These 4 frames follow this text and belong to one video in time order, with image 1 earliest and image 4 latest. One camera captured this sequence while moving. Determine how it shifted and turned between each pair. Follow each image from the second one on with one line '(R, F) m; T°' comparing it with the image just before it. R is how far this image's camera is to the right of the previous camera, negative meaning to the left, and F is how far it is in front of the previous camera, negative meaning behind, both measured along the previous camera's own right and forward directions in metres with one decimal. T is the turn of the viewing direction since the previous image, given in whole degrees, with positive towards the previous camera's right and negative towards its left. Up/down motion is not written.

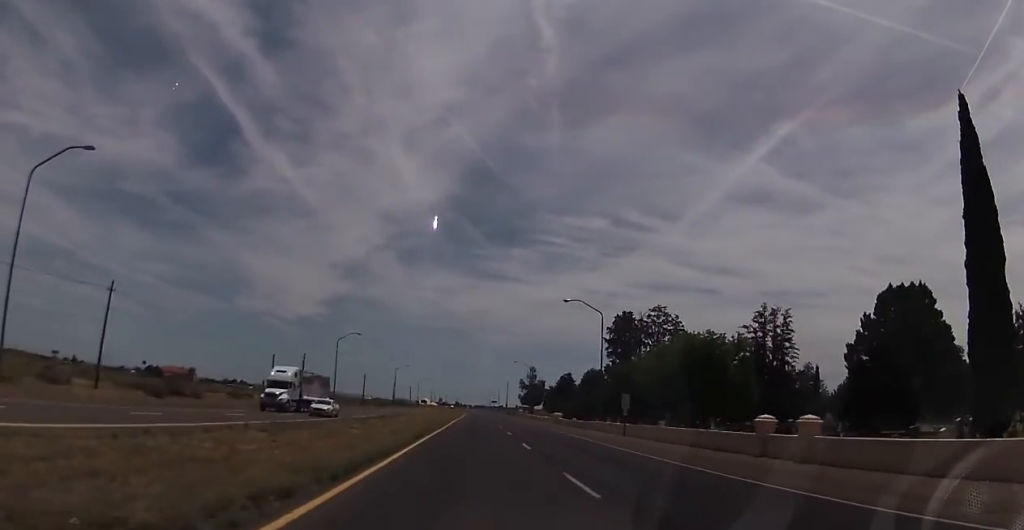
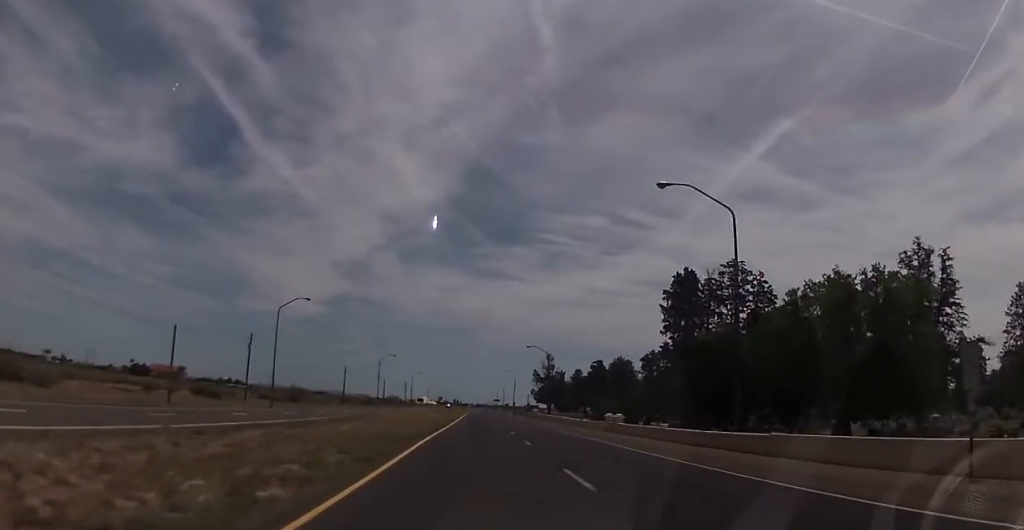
(0.0, +35.7) m; 0°
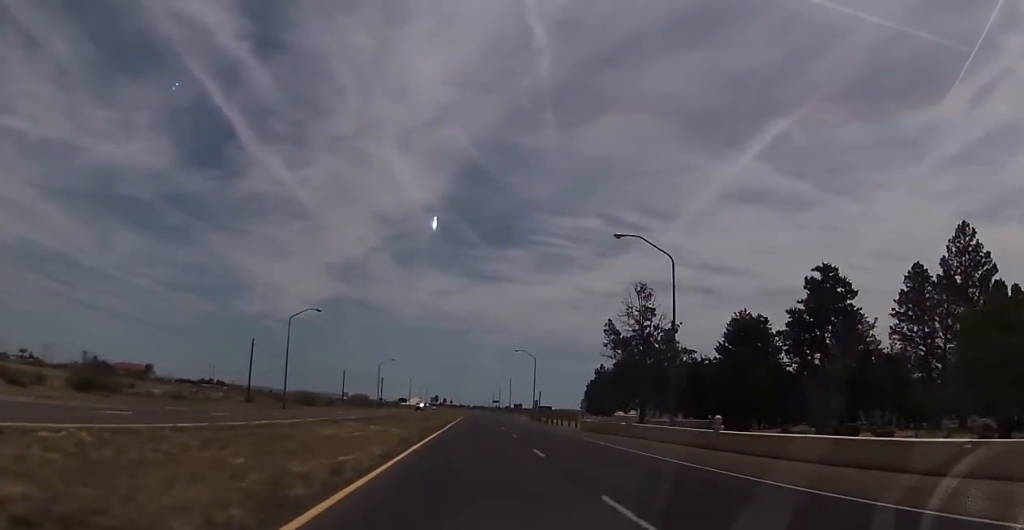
(0.0, +77.5) m; 0°
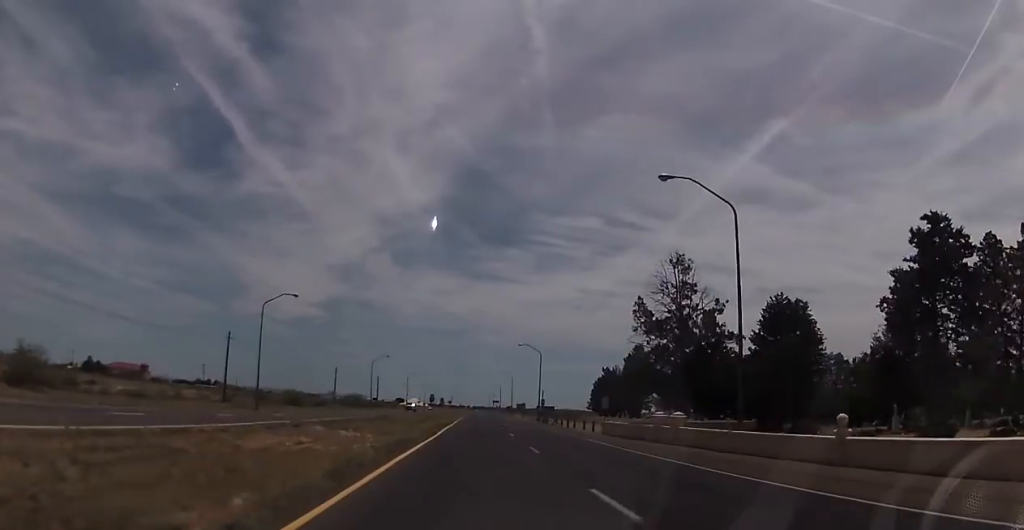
(0.0, +11.0) m; 0°
